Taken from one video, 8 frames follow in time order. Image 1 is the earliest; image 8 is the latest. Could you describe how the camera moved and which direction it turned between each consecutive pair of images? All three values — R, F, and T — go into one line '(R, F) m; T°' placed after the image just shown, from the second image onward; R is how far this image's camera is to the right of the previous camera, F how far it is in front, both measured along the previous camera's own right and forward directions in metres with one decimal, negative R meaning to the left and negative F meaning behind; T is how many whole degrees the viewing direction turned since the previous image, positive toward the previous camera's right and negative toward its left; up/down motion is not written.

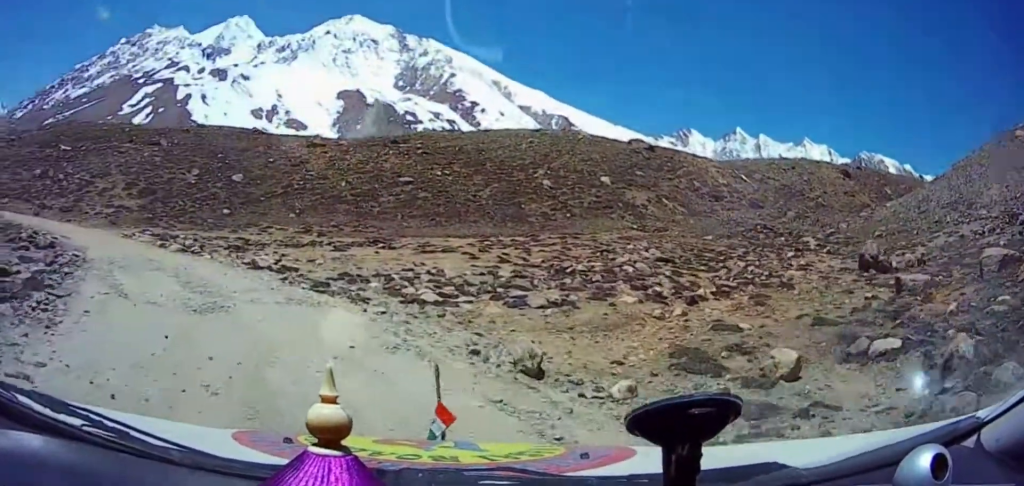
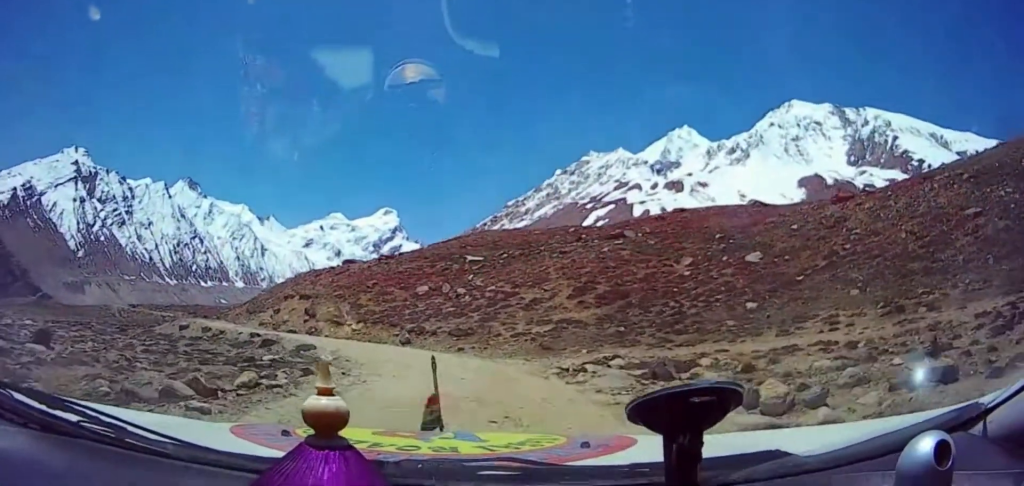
(-10.5, +14.1) m; -58°
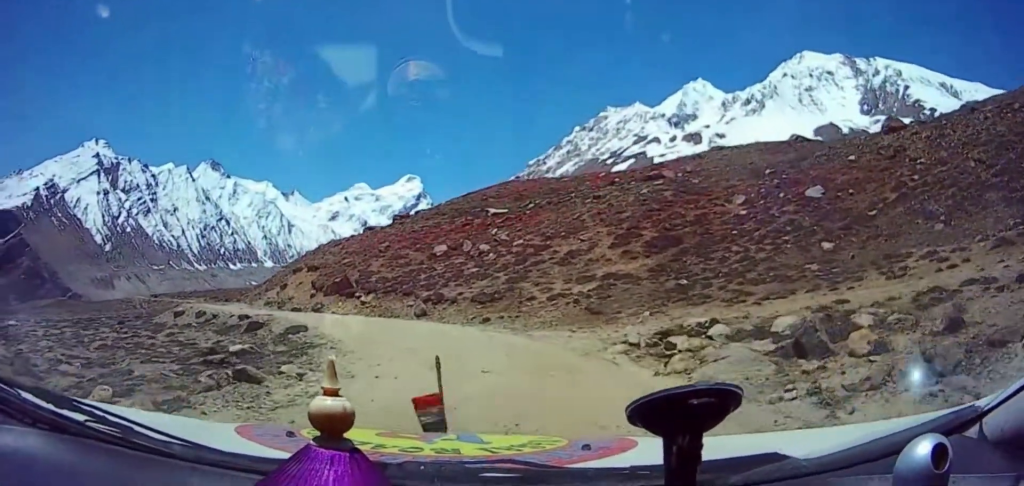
(+0.3, +6.3) m; +3°
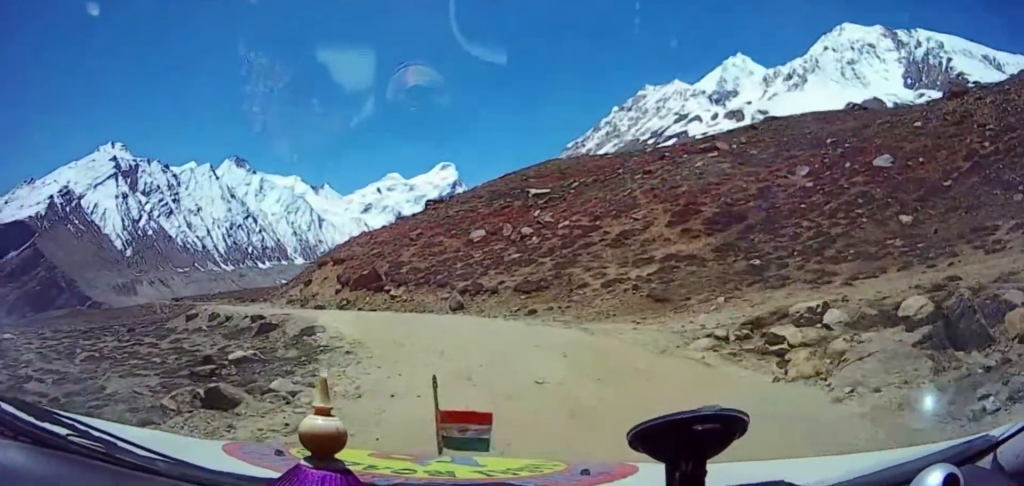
(0.0, +2.3) m; 0°
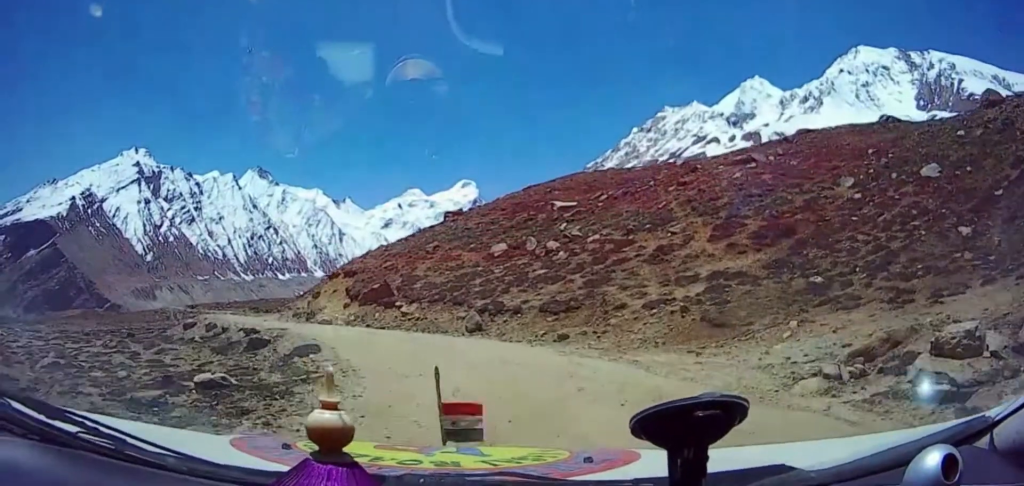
(0.0, +3.2) m; 0°
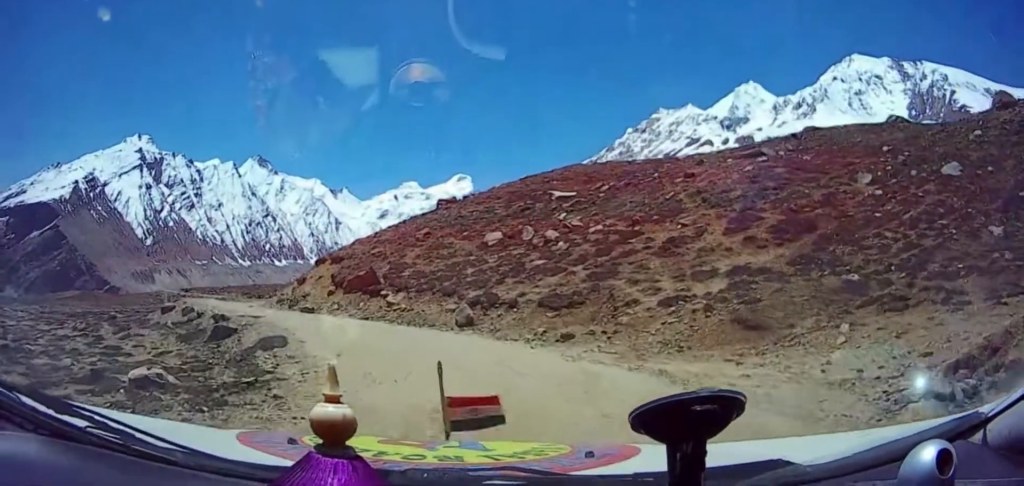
(0.0, +2.6) m; 0°
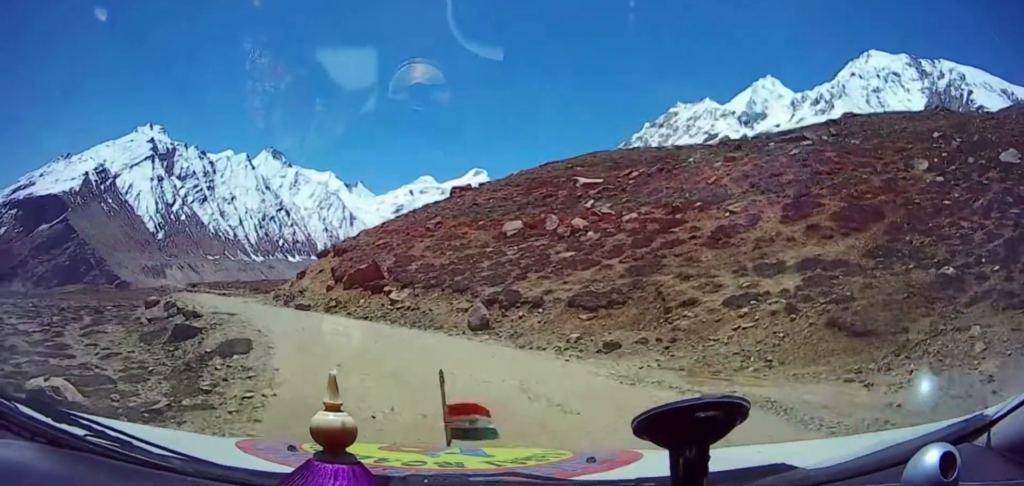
(0.0, +3.4) m; -5°
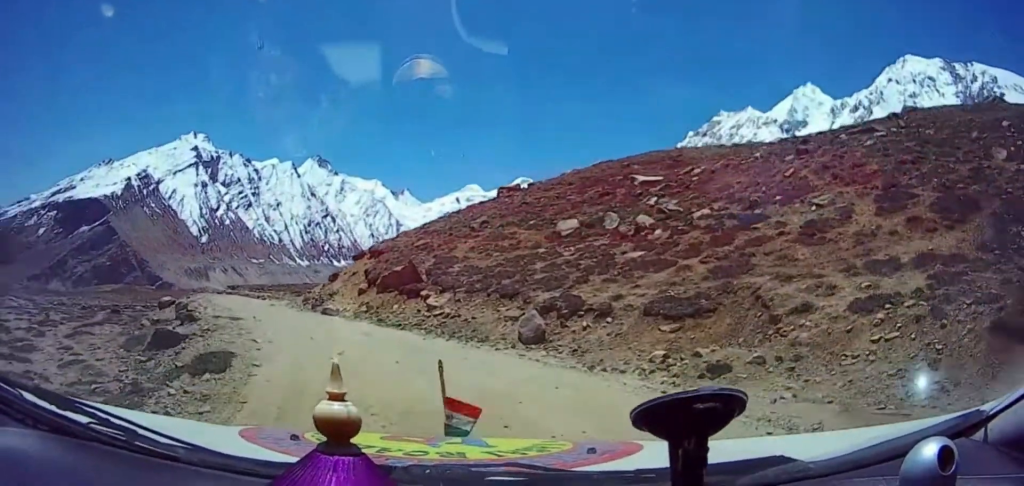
(+0.3, +3.4) m; -7°
